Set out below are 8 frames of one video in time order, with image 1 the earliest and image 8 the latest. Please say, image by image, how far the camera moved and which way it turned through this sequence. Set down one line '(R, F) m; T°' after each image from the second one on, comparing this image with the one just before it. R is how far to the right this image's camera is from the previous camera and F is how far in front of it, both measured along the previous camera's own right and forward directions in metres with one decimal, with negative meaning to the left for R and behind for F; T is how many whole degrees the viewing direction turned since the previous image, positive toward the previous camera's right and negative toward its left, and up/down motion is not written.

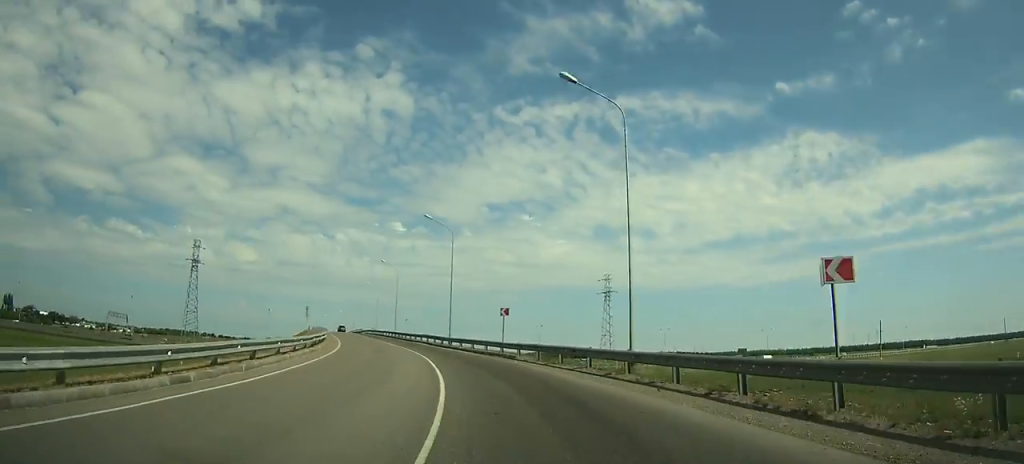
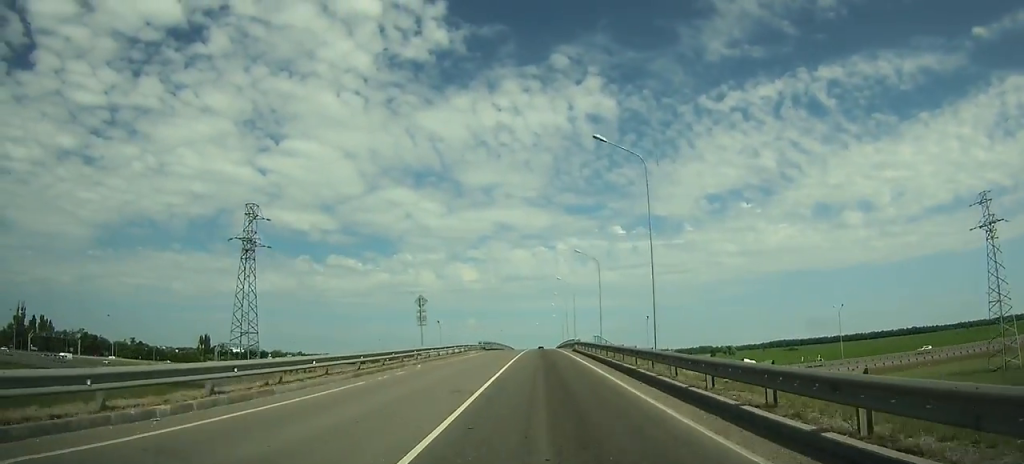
(-14.7, +61.4) m; -19°
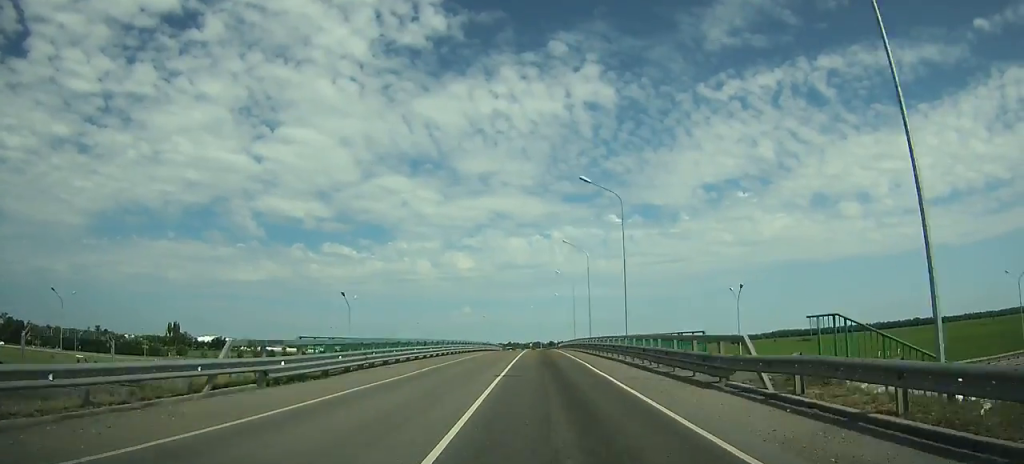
(-2.5, +57.7) m; -3°
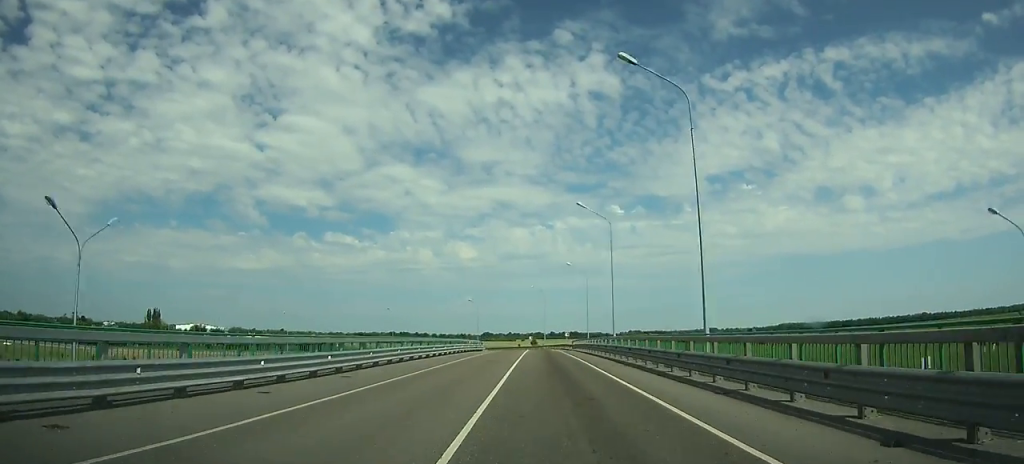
(-0.1, +40.6) m; 0°
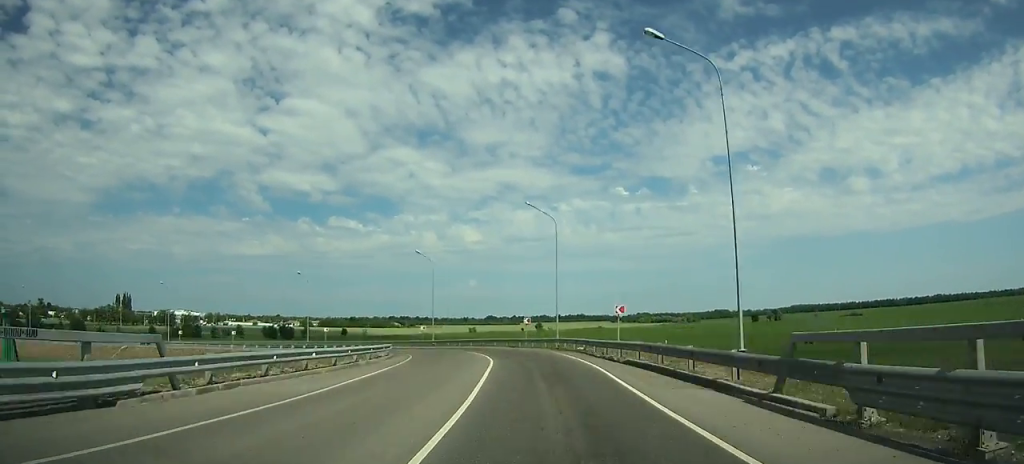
(-0.5, +56.7) m; -5°
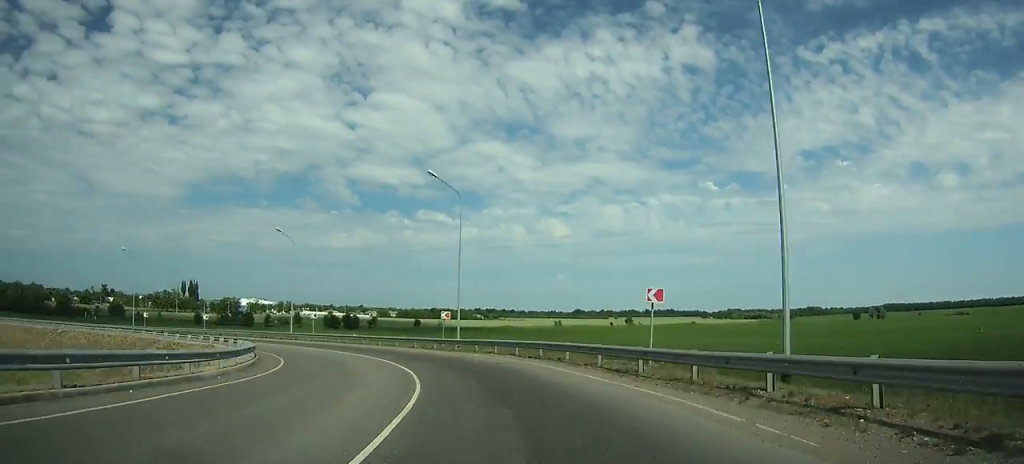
(-1.7, +34.9) m; -13°
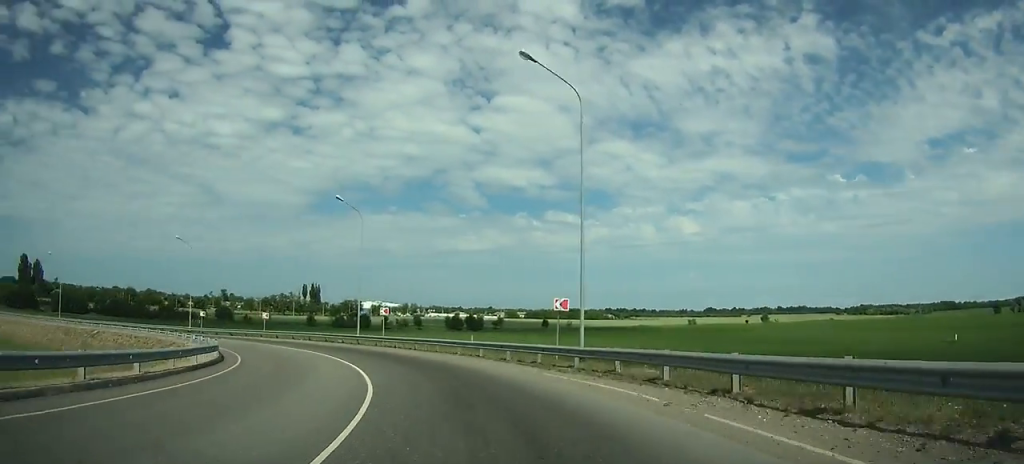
(+1.4, +19.3) m; -11°
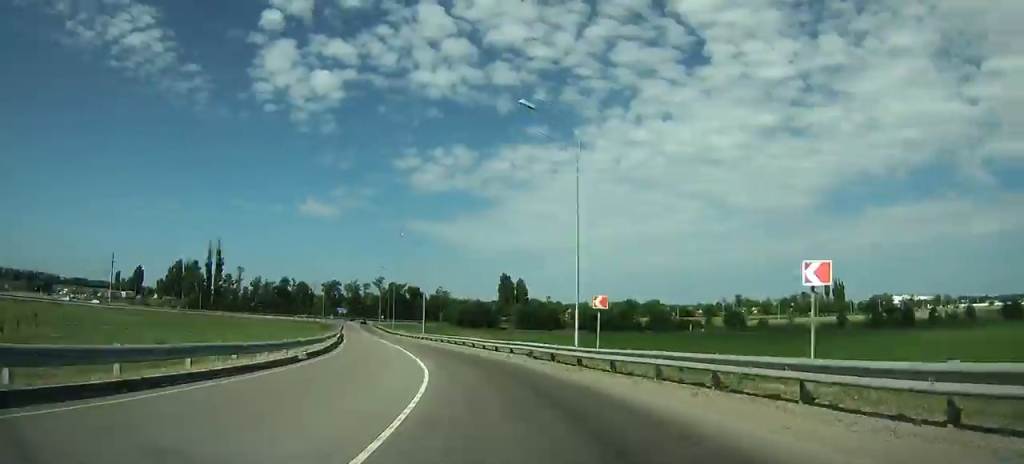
(-19.7, +50.5) m; -42°
